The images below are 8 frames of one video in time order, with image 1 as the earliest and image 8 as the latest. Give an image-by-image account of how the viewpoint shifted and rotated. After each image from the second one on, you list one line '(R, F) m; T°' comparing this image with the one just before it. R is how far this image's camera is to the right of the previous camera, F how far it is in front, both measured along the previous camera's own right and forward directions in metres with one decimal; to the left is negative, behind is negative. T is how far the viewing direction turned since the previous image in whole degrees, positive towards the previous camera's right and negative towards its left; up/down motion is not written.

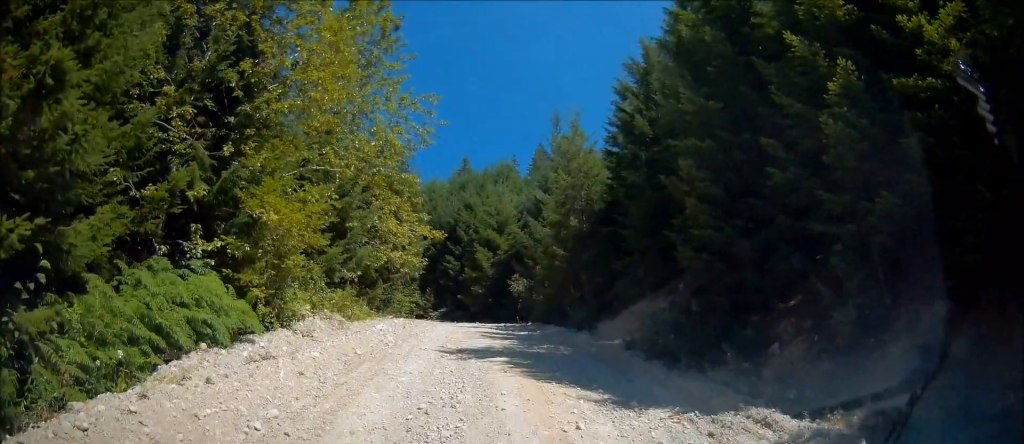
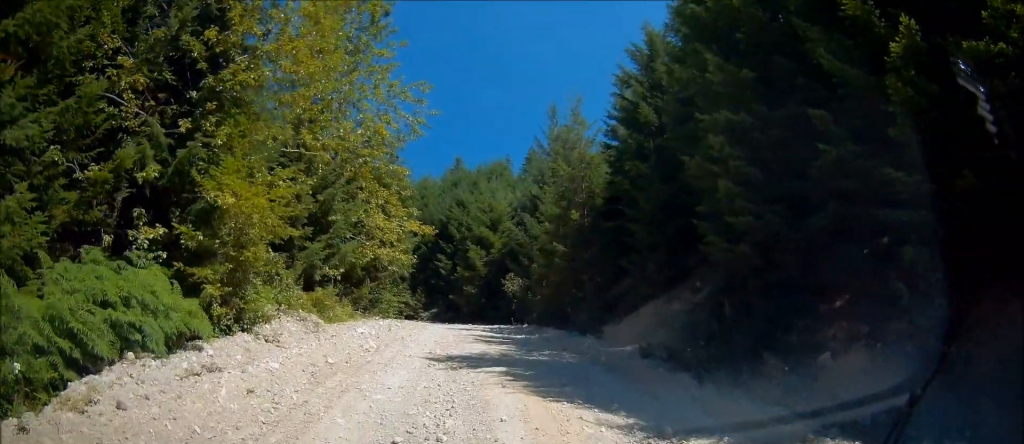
(-0.2, +1.8) m; +3°
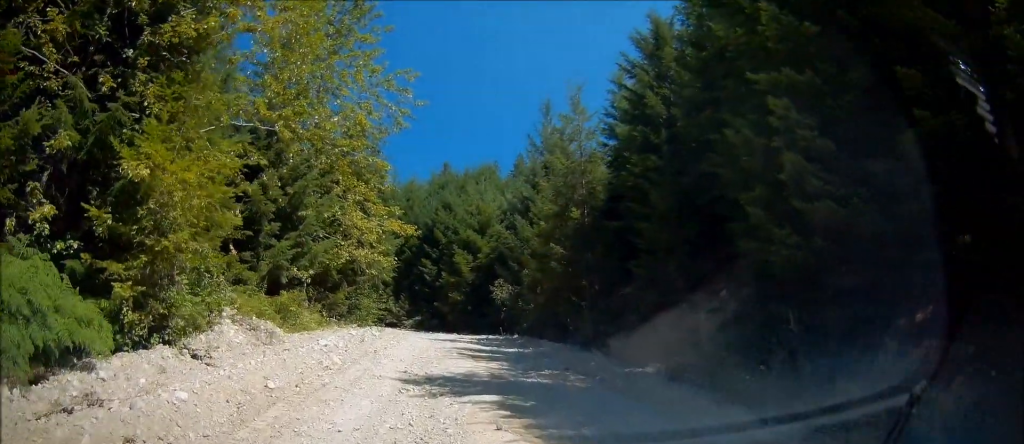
(+0.4, +2.4) m; +6°
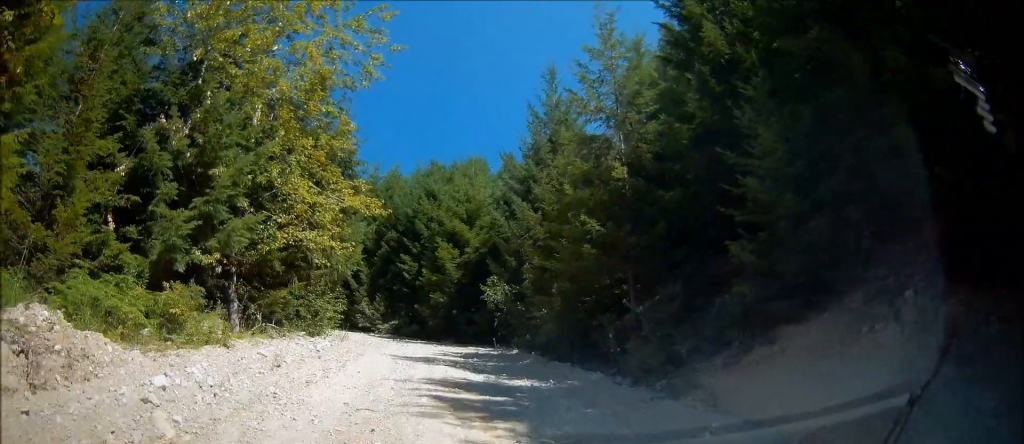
(+0.4, +6.9) m; +4°
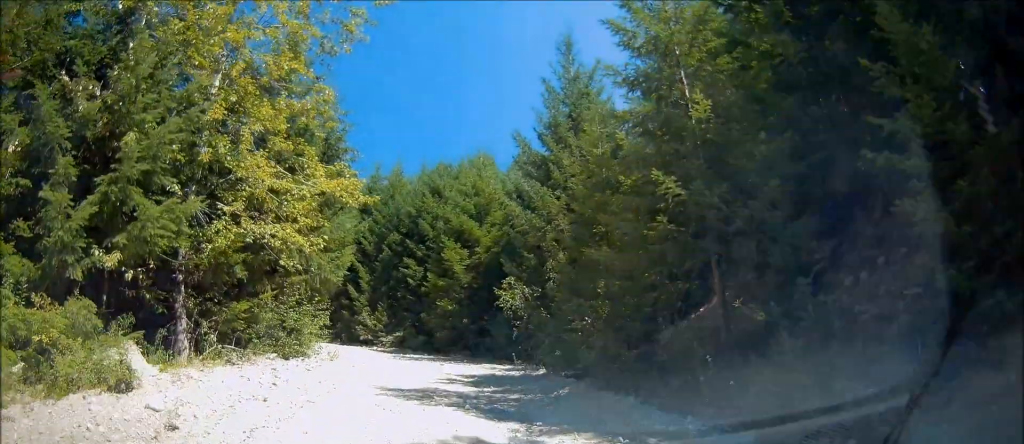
(0.0, +4.5) m; -3°
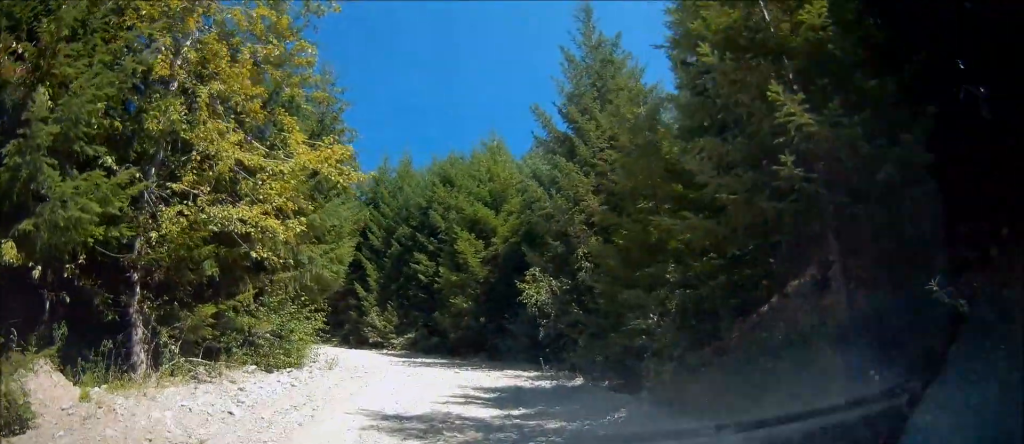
(-0.1, +2.9) m; -5°
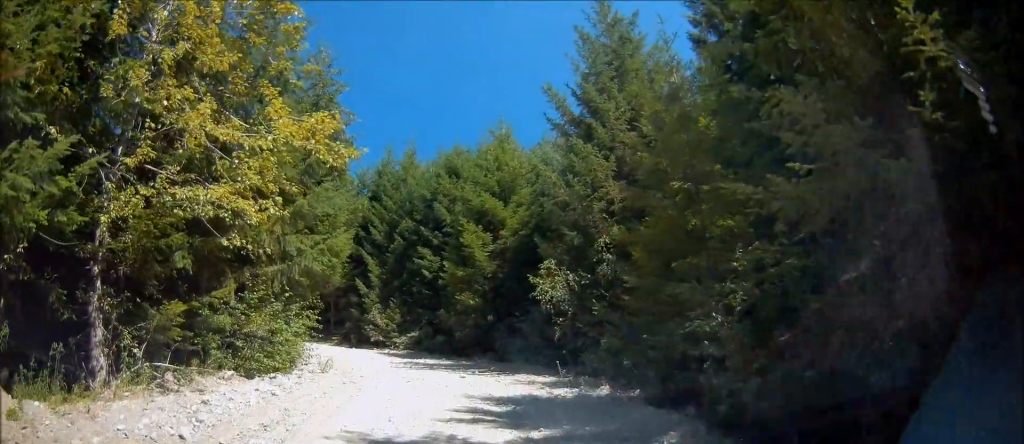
(-0.1, +1.7) m; -2°
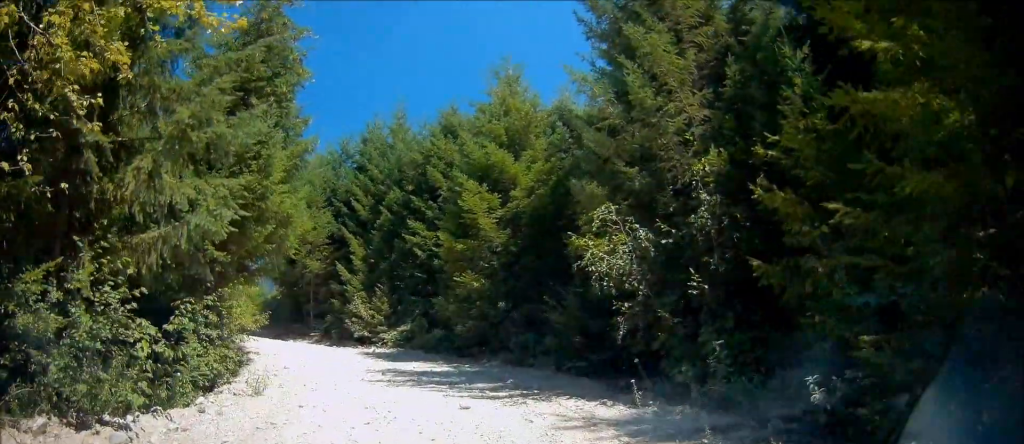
(+0.5, +6.0) m; +5°
